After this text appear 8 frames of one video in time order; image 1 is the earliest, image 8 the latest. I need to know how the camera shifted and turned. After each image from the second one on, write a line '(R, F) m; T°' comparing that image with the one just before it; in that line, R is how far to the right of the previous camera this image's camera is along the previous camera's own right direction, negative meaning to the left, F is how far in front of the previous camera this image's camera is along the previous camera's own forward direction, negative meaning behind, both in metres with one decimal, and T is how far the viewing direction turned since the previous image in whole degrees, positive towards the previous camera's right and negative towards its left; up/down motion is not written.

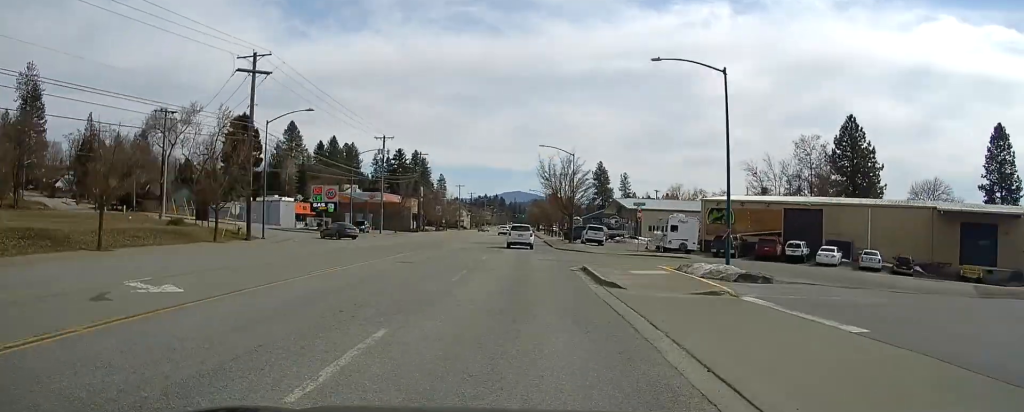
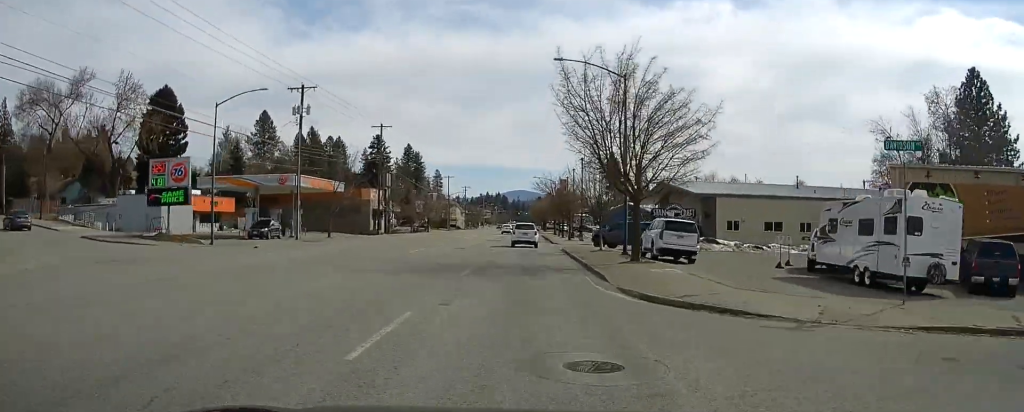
(-0.3, +34.6) m; -1°
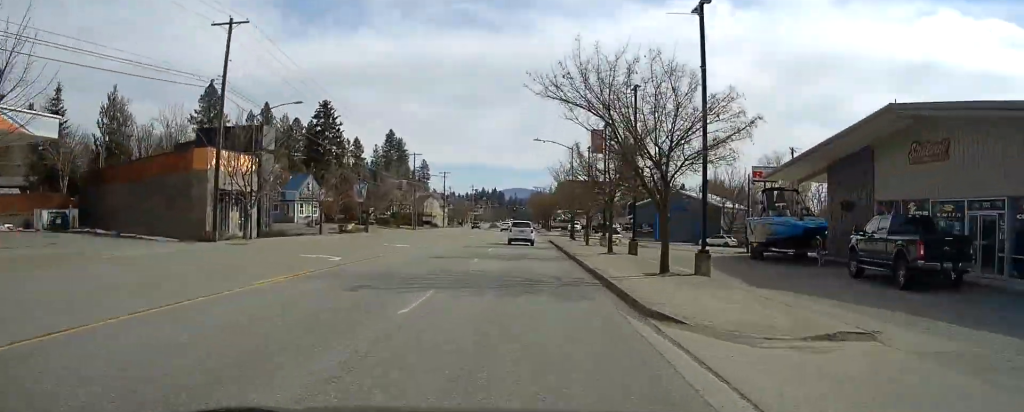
(-0.7, +46.1) m; -1°
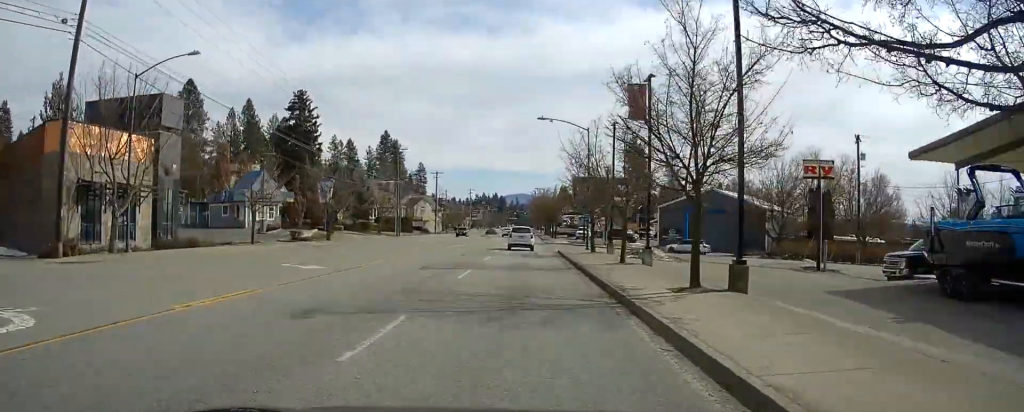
(+0.3, +16.3) m; 0°
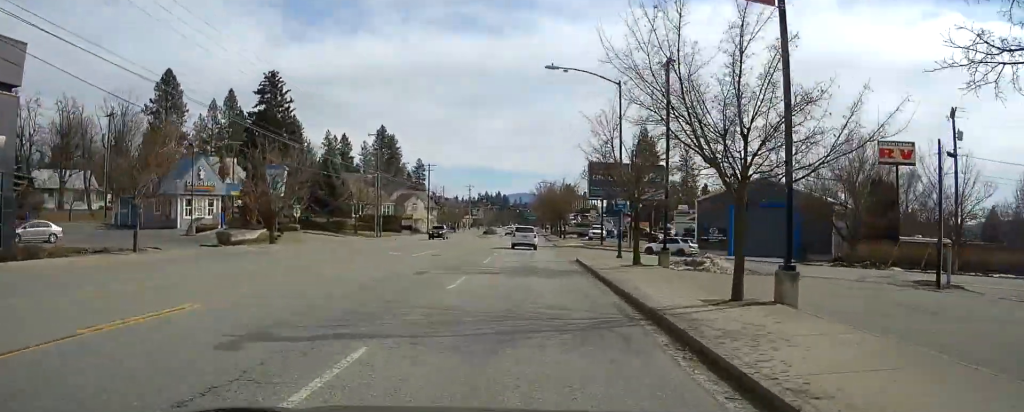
(+0.1, +15.4) m; 0°
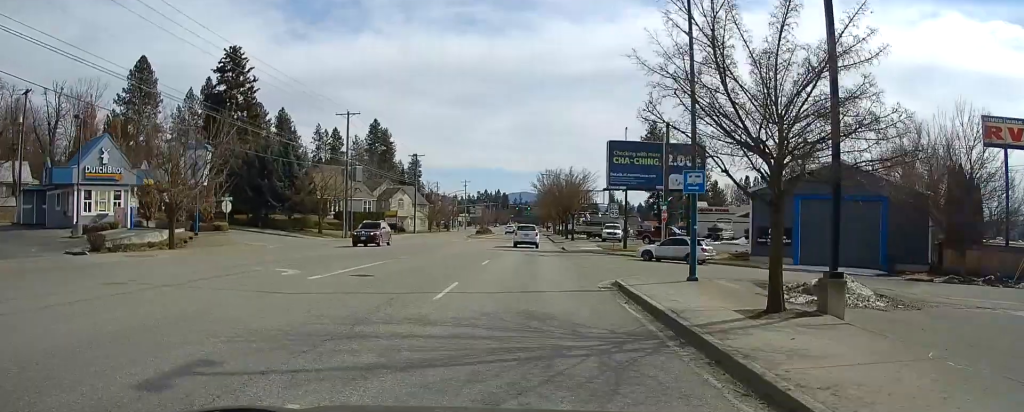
(-0.3, +14.5) m; 0°
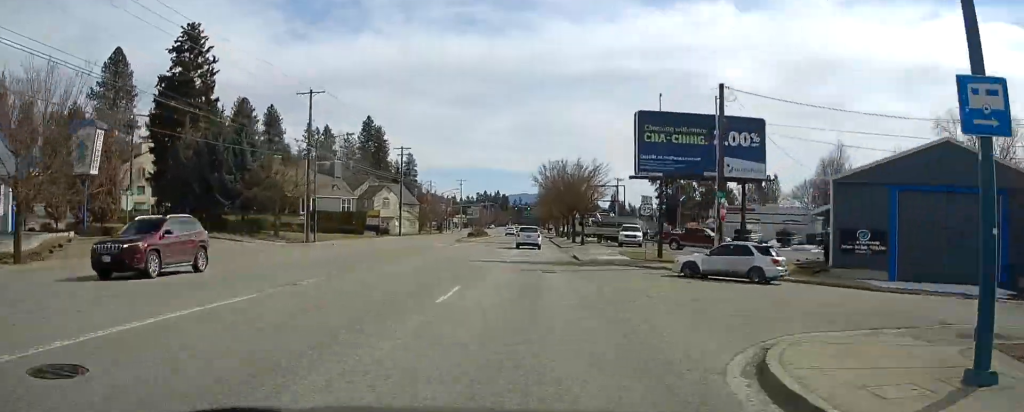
(-0.1, +12.7) m; 0°
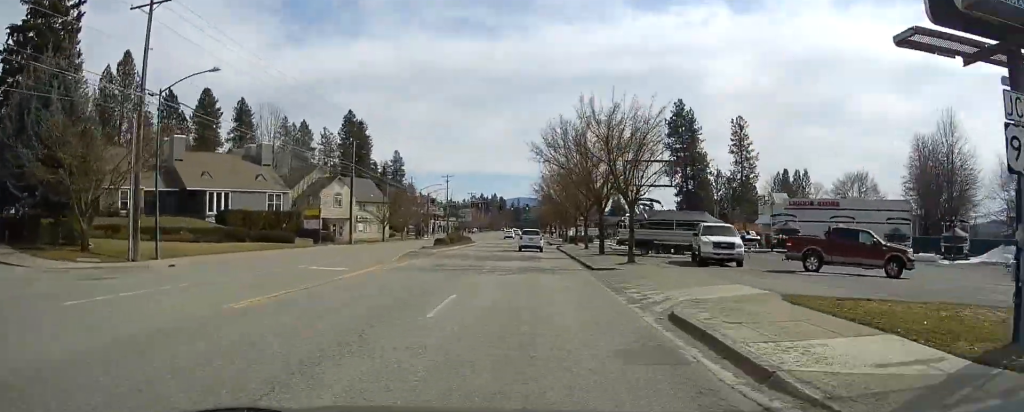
(+0.4, +26.2) m; +1°
